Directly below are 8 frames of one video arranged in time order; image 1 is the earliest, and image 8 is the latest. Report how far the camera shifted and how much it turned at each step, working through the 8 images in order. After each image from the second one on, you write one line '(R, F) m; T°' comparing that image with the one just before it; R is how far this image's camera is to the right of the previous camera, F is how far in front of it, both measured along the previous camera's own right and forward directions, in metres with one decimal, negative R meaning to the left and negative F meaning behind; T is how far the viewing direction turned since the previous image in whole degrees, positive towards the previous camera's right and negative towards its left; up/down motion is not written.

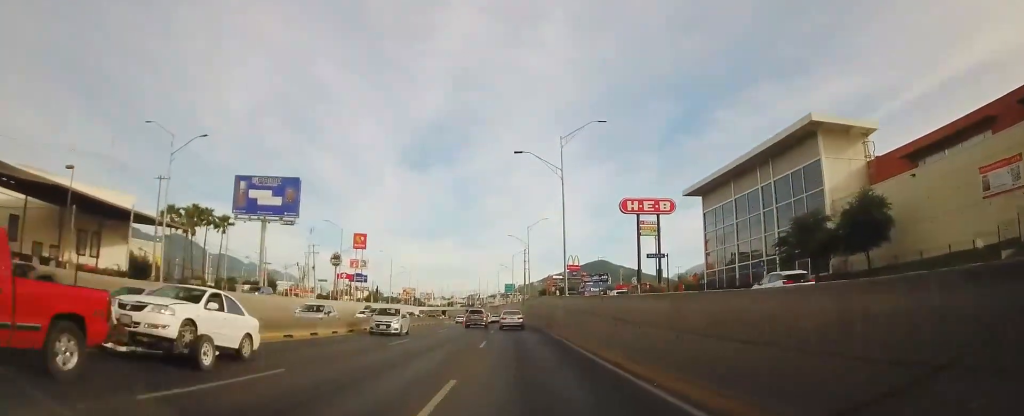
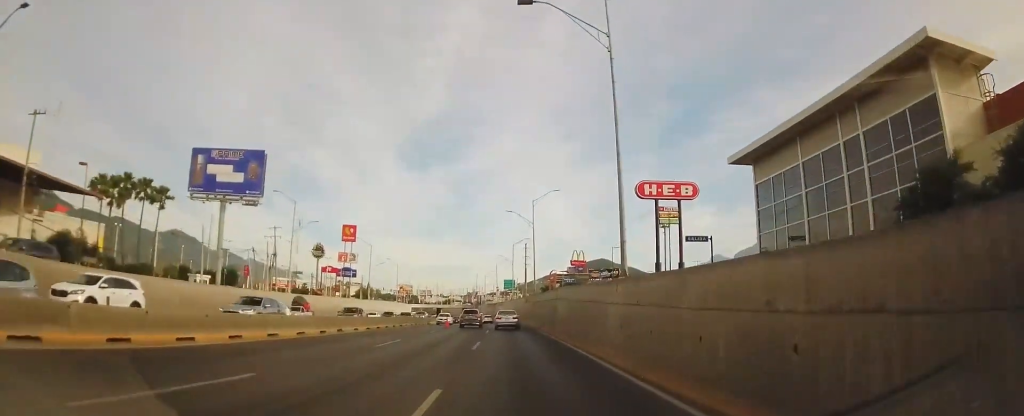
(-0.1, +16.5) m; -2°
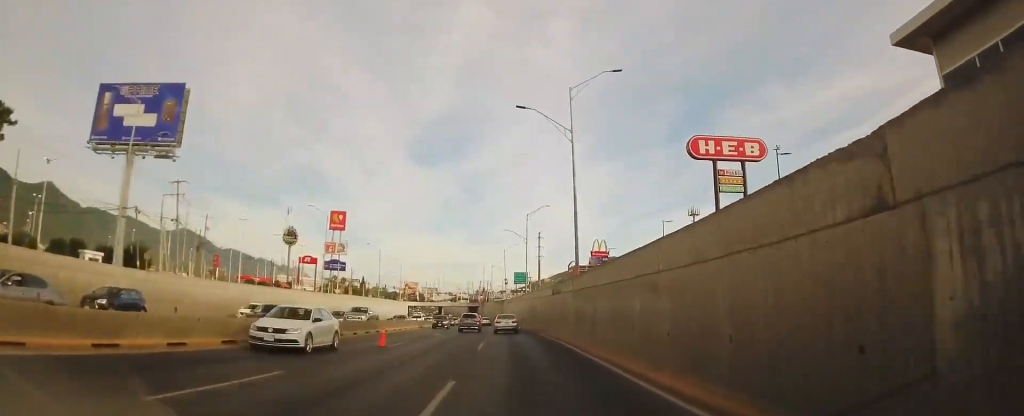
(-0.9, +28.2) m; -2°
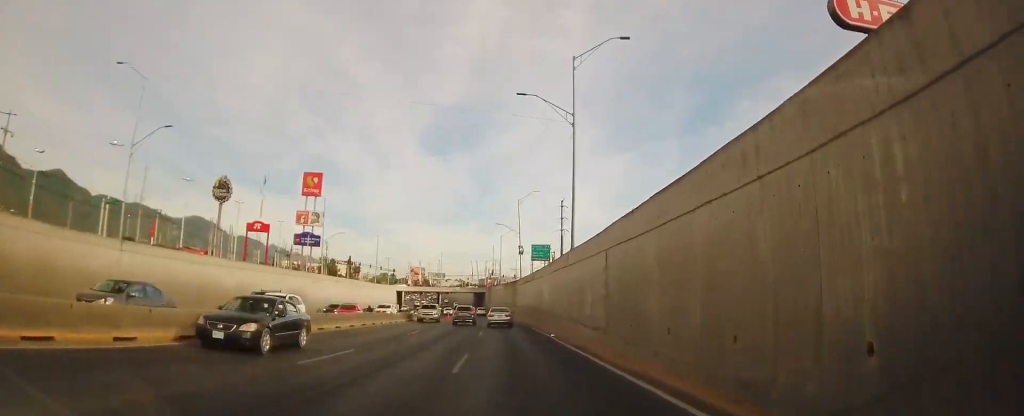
(+0.4, +39.6) m; 0°
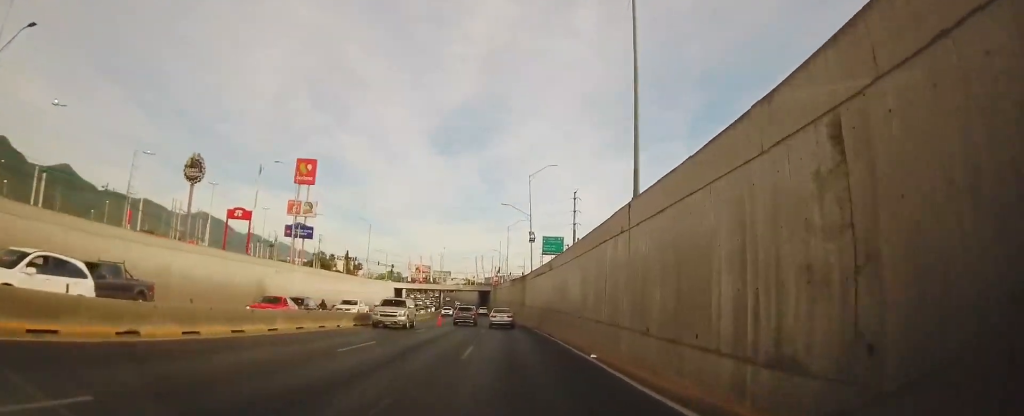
(0.0, +12.2) m; 0°
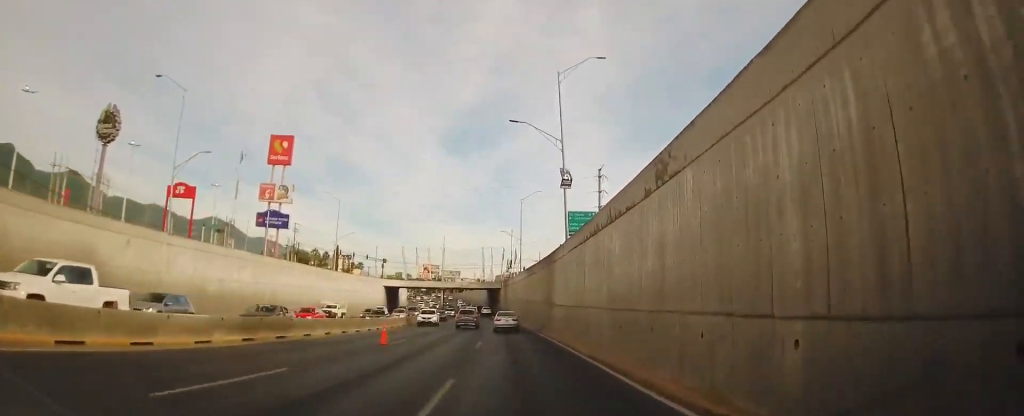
(-0.2, +24.1) m; -2°
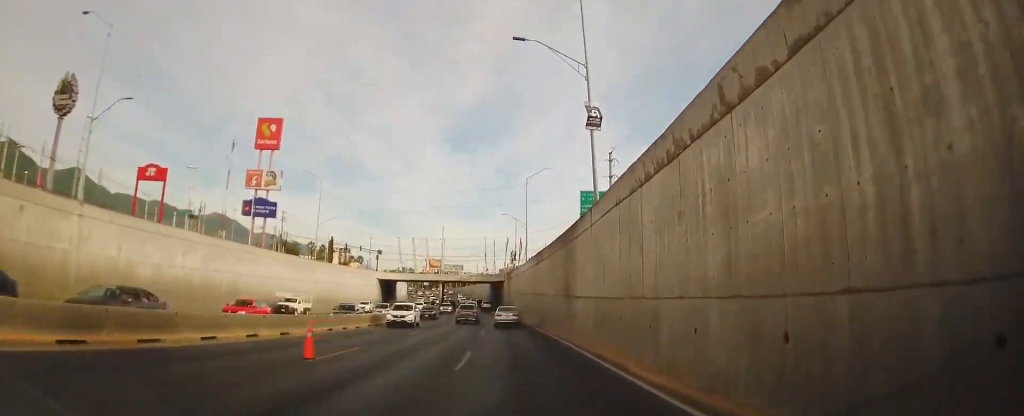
(-0.1, +8.8) m; -1°
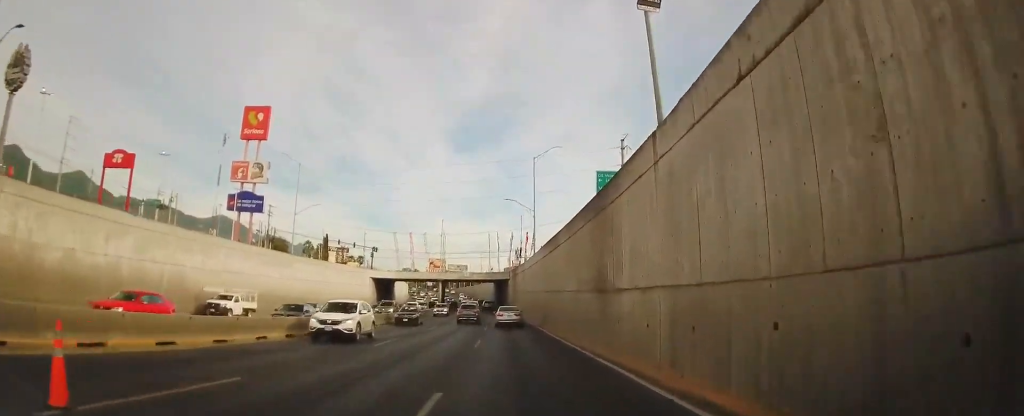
(-0.3, +8.5) m; -1°
